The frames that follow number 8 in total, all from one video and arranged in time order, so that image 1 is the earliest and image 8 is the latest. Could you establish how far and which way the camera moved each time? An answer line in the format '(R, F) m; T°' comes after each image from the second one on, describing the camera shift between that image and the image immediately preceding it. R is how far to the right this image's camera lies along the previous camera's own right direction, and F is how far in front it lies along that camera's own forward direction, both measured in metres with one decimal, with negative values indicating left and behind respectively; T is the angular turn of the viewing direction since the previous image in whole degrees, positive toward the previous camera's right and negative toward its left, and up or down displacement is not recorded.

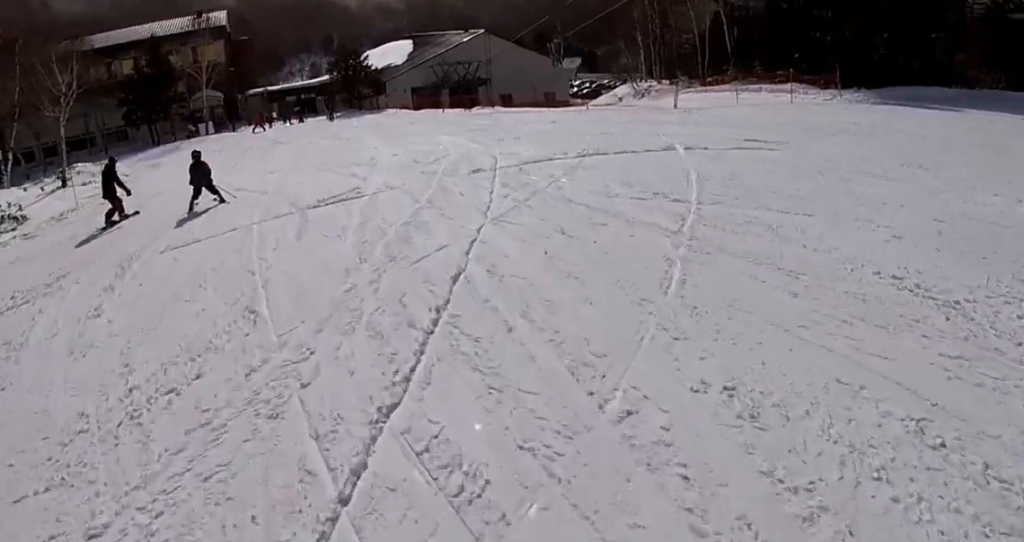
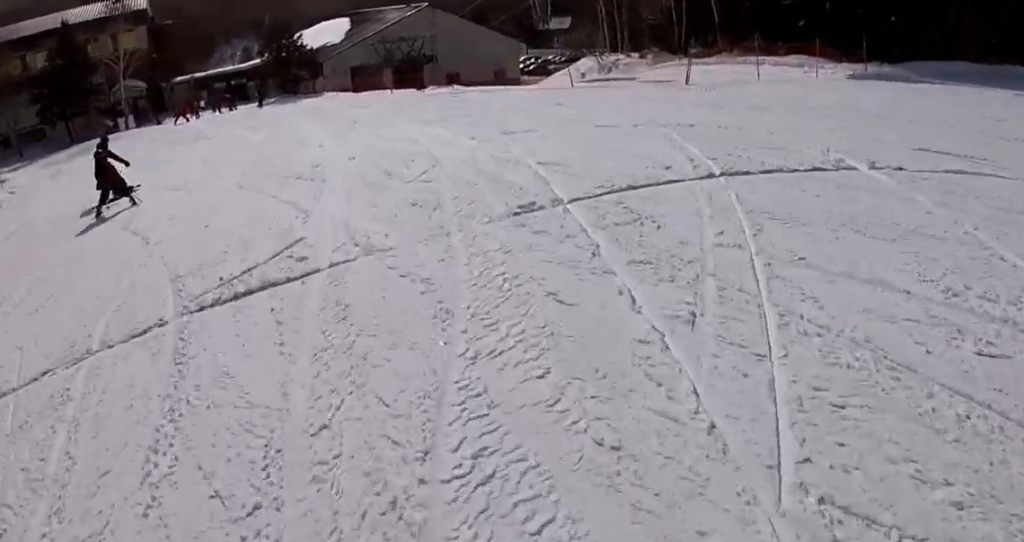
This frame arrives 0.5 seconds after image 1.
(-0.2, +4.8) m; +4°
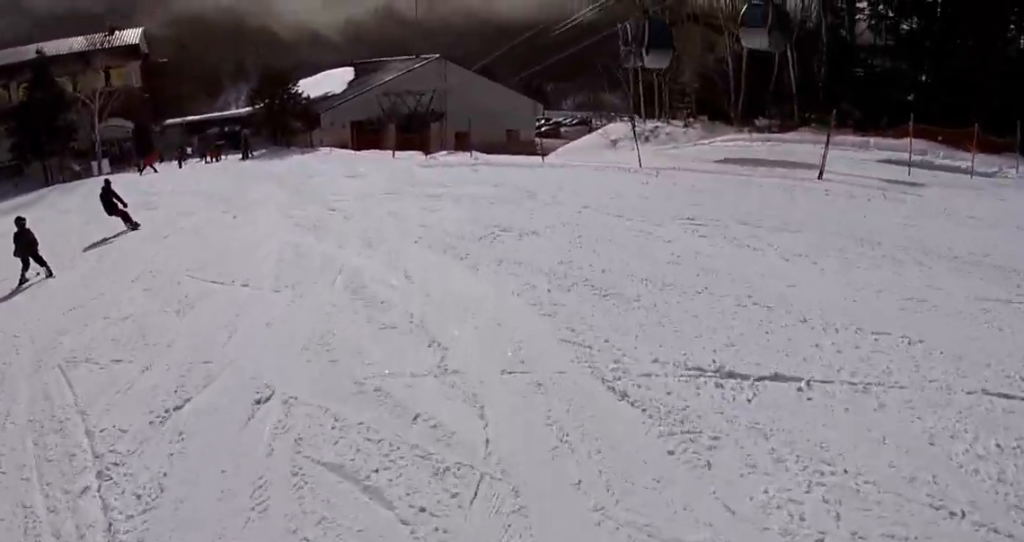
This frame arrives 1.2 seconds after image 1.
(+0.8, +6.8) m; +8°
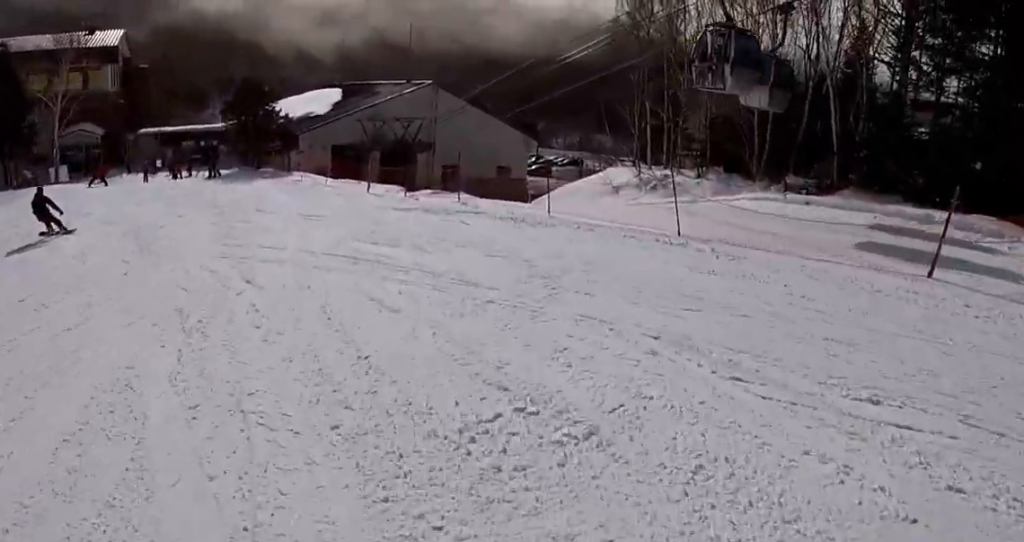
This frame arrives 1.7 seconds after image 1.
(+0.2, +4.3) m; +4°
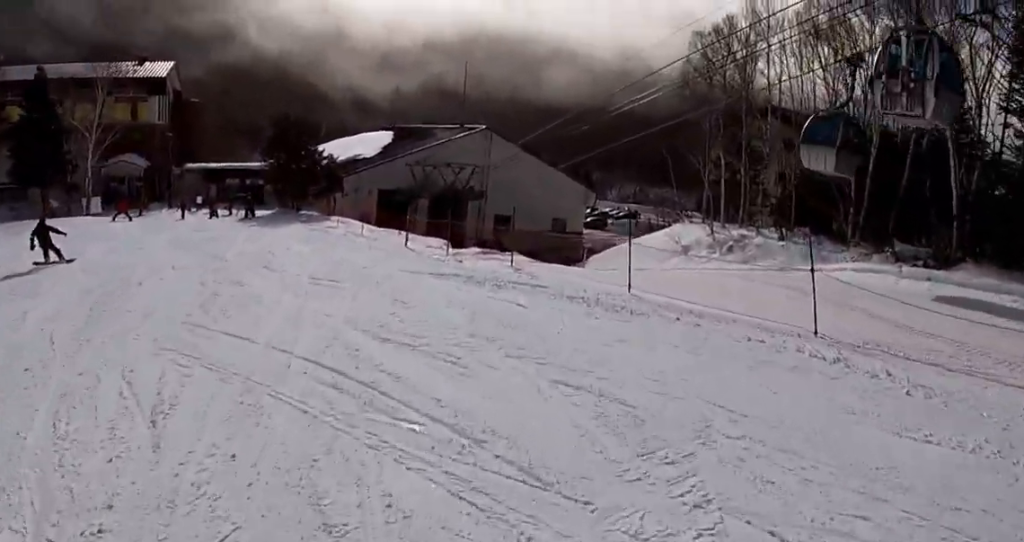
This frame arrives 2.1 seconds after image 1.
(+0.2, +3.9) m; -1°
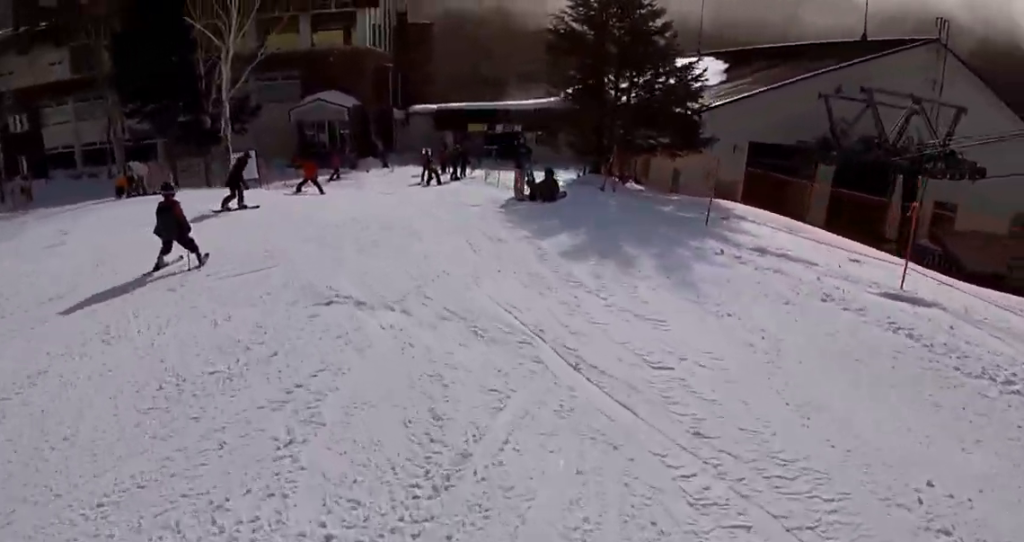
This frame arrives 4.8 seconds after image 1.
(-7.5, +20.1) m; -43°
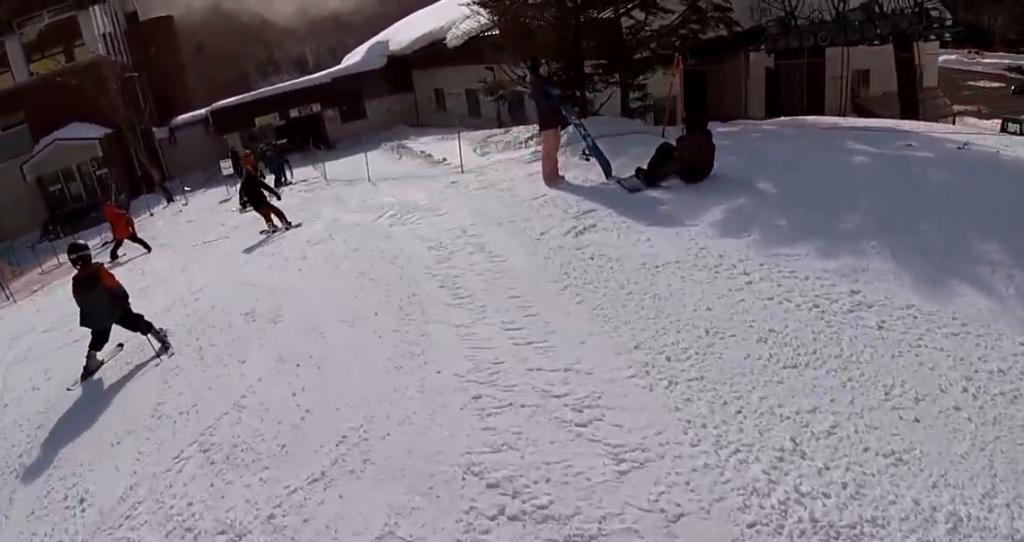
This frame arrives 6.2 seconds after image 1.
(+1.0, +8.7) m; +22°
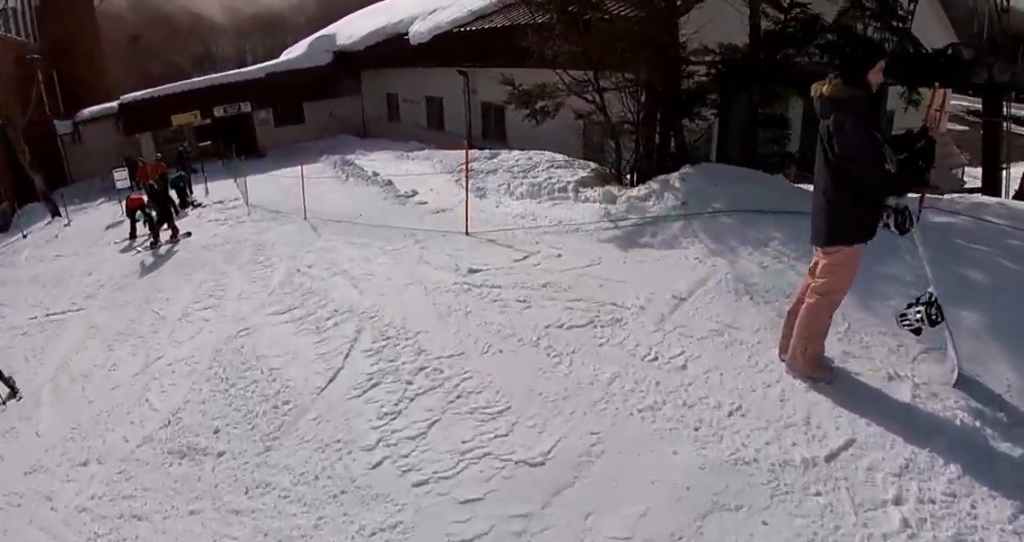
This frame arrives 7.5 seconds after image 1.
(+1.6, +6.7) m; +14°
